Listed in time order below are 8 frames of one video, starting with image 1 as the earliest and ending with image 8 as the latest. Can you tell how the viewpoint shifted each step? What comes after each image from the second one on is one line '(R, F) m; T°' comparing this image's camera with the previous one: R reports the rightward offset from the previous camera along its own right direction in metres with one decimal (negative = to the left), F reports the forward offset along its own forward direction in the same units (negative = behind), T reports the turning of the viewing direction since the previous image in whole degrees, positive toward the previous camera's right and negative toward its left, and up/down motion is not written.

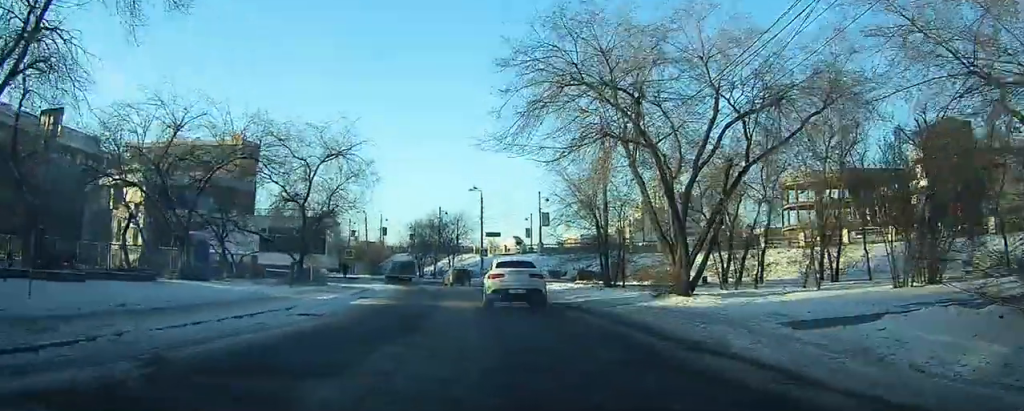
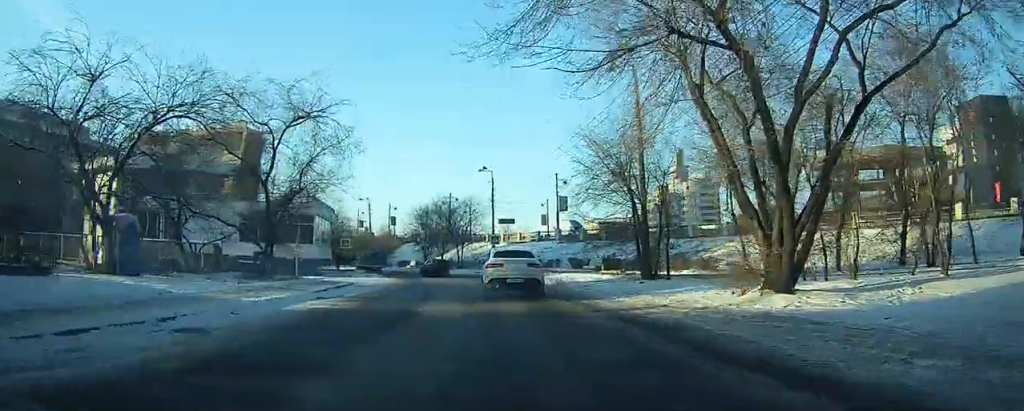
(+0.1, +6.7) m; +1°
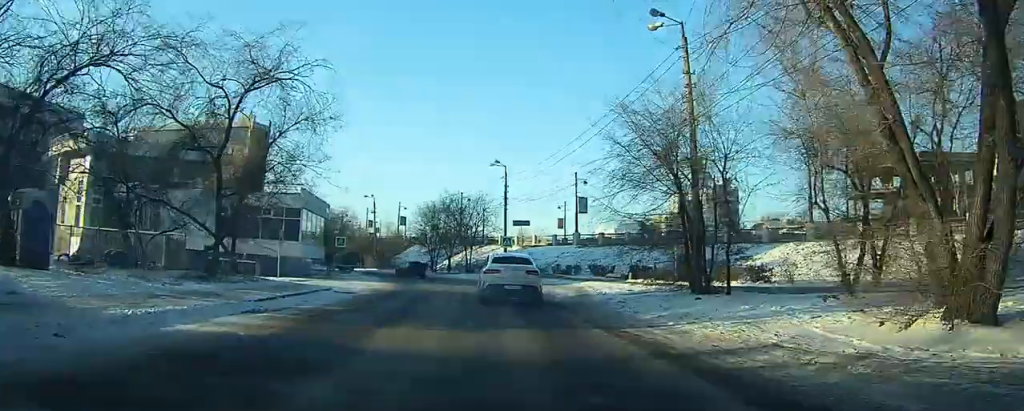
(0.0, +5.8) m; 0°
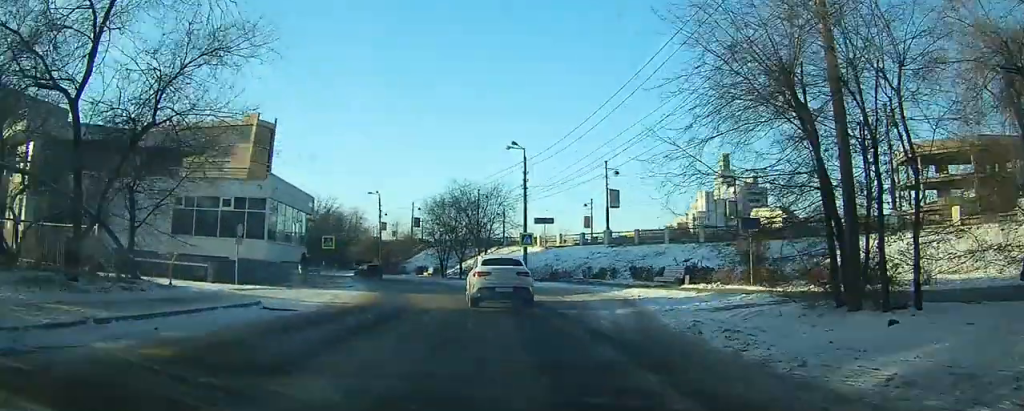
(-0.1, +8.7) m; -2°
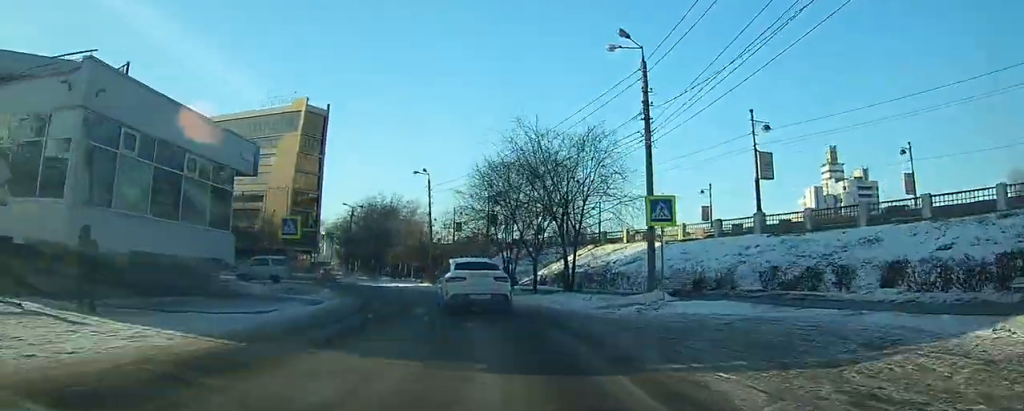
(-1.3, +20.1) m; -2°
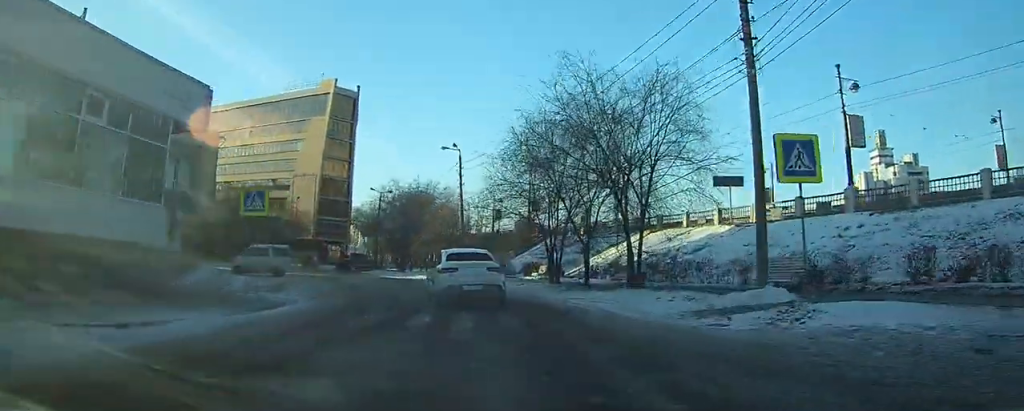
(+0.5, +6.7) m; -2°
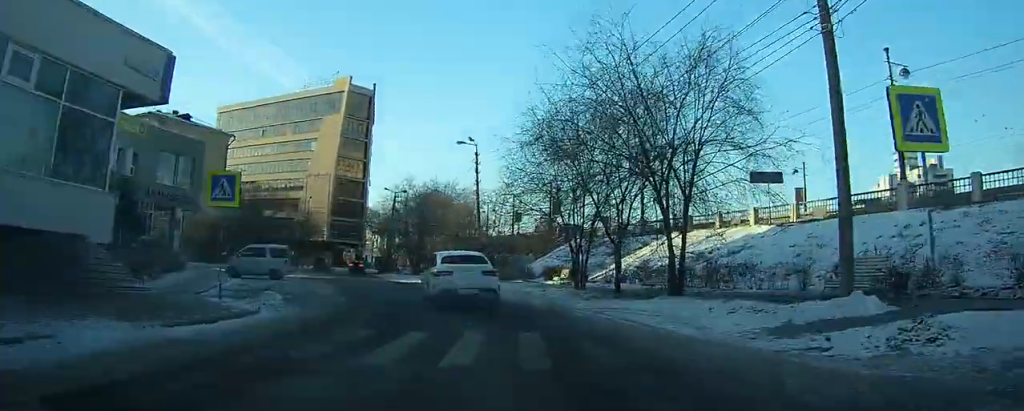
(-0.1, +3.1) m; -5°
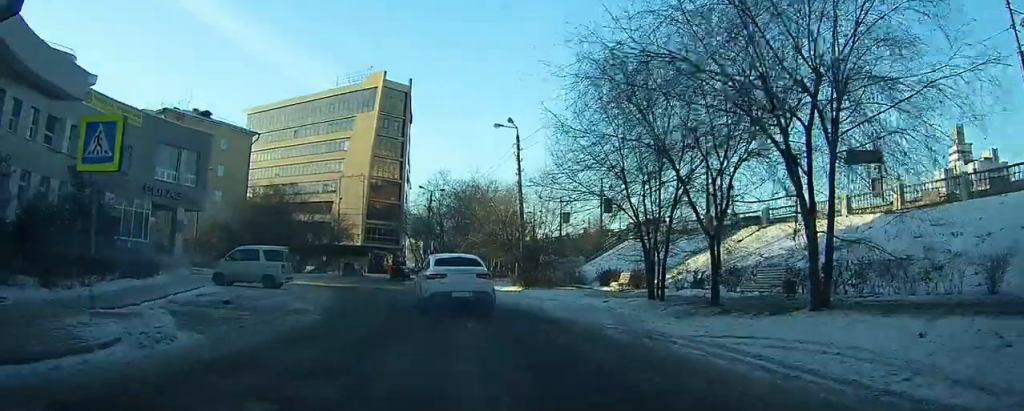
(-0.5, +6.2) m; -16°
